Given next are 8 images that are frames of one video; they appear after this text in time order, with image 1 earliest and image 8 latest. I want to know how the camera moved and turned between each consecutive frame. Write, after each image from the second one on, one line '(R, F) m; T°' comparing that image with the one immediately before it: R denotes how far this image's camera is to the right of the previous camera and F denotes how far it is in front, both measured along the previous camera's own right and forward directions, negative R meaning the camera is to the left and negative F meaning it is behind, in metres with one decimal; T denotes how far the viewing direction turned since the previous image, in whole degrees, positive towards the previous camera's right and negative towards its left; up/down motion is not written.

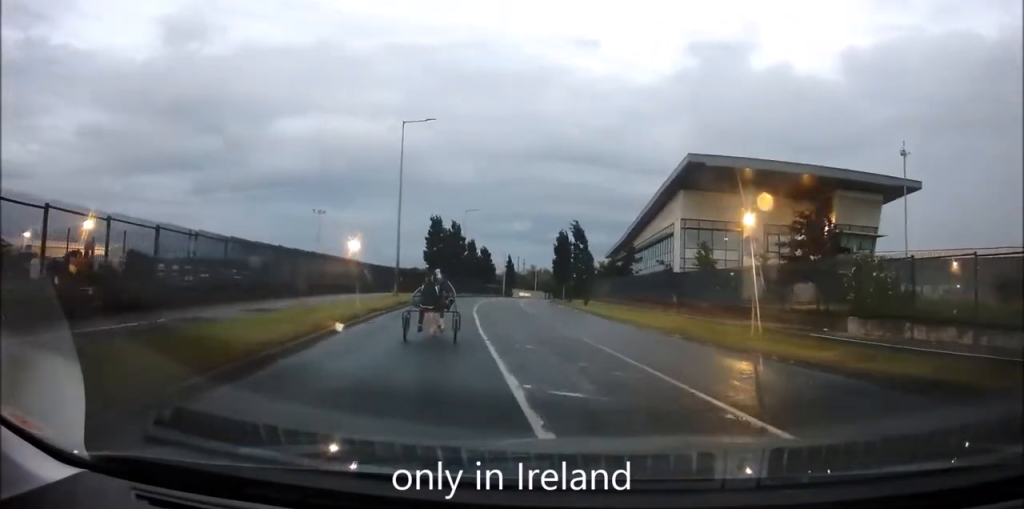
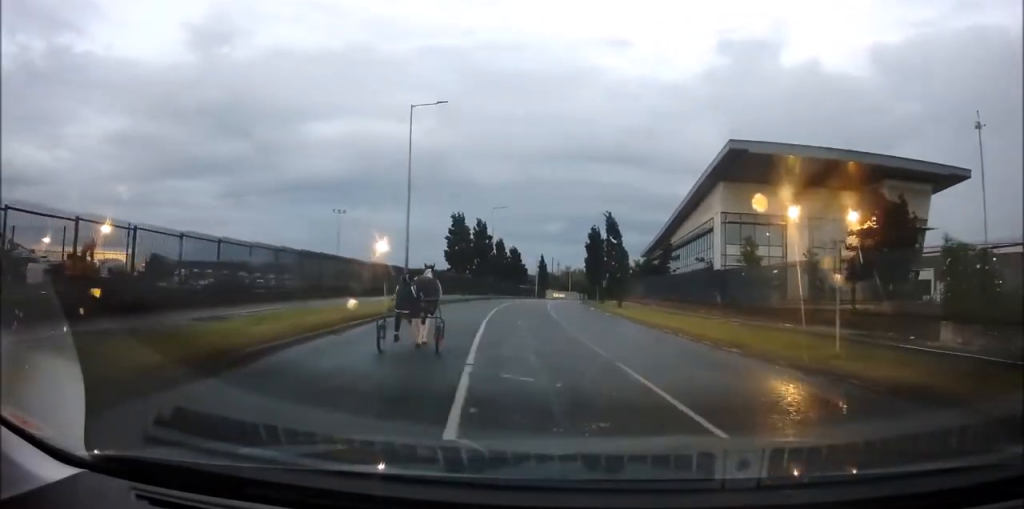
(0.0, +4.7) m; -1°
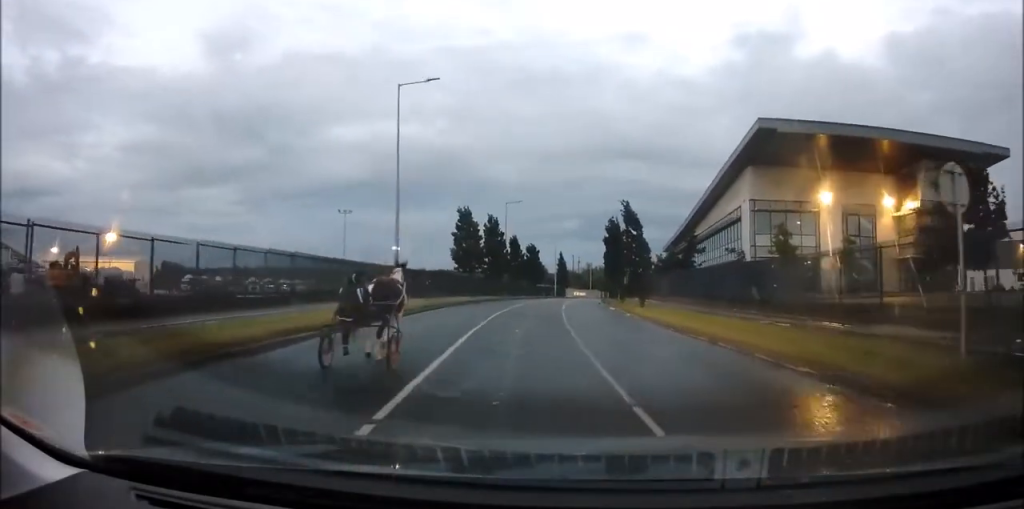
(+0.1, +4.5) m; -1°
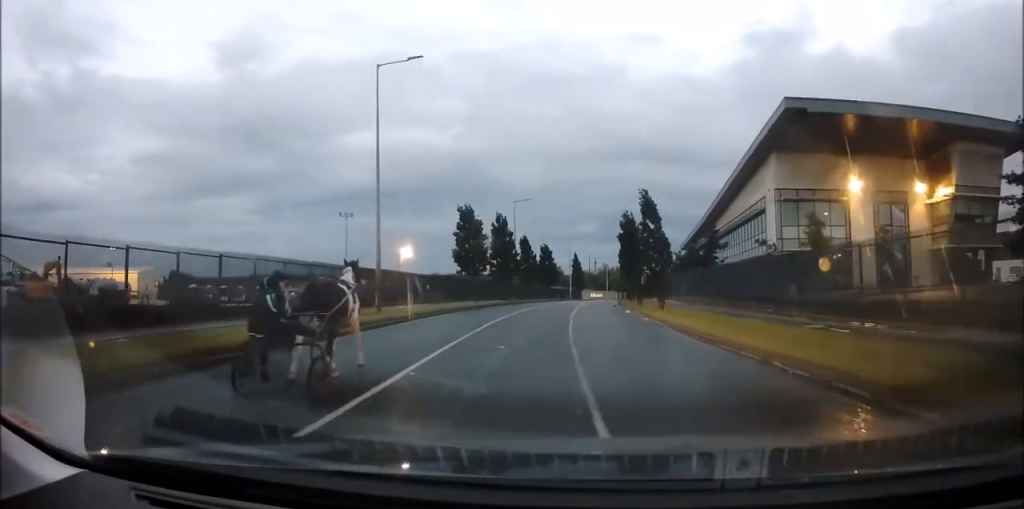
(-0.2, +4.5) m; -3°
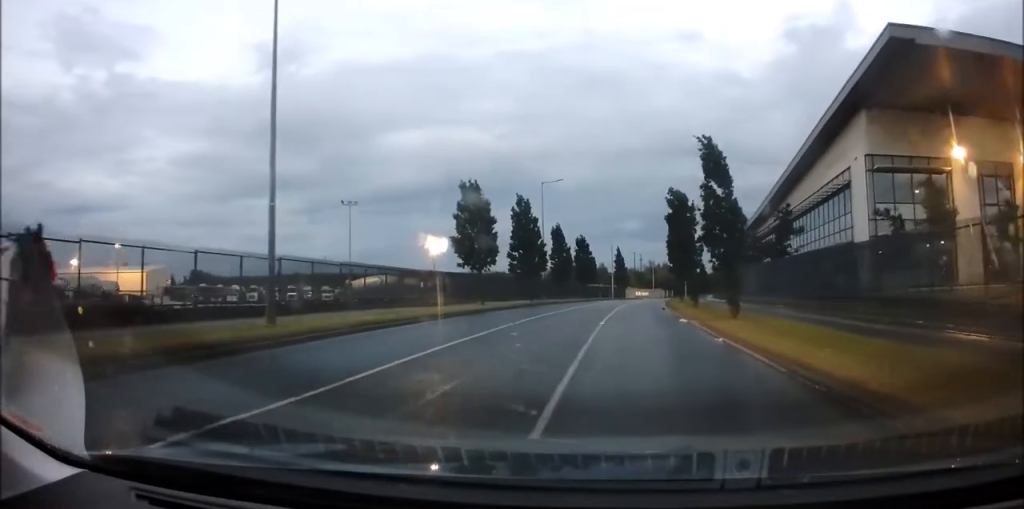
(-0.7, +11.5) m; -5°
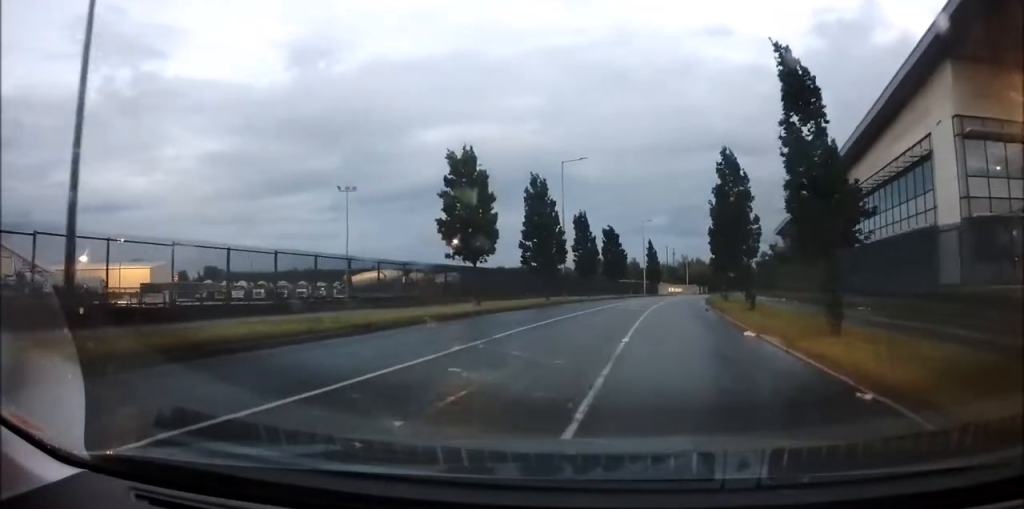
(-0.1, +8.2) m; -1°
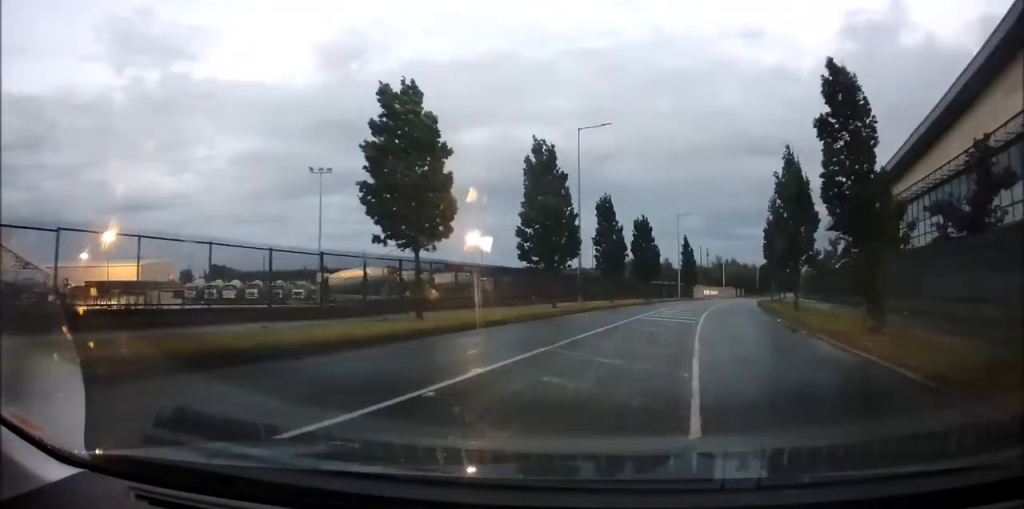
(-0.2, +11.7) m; -3°
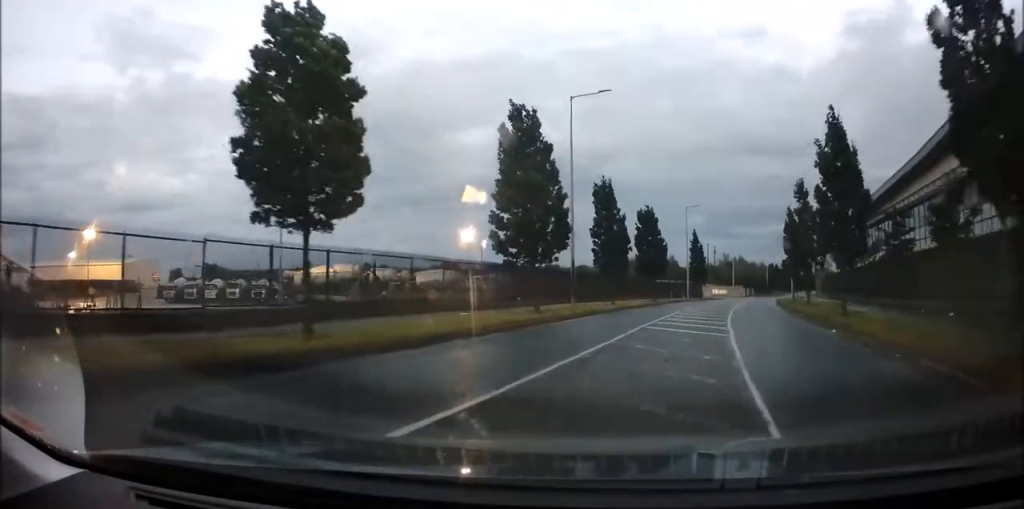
(-0.2, +6.7) m; -1°
